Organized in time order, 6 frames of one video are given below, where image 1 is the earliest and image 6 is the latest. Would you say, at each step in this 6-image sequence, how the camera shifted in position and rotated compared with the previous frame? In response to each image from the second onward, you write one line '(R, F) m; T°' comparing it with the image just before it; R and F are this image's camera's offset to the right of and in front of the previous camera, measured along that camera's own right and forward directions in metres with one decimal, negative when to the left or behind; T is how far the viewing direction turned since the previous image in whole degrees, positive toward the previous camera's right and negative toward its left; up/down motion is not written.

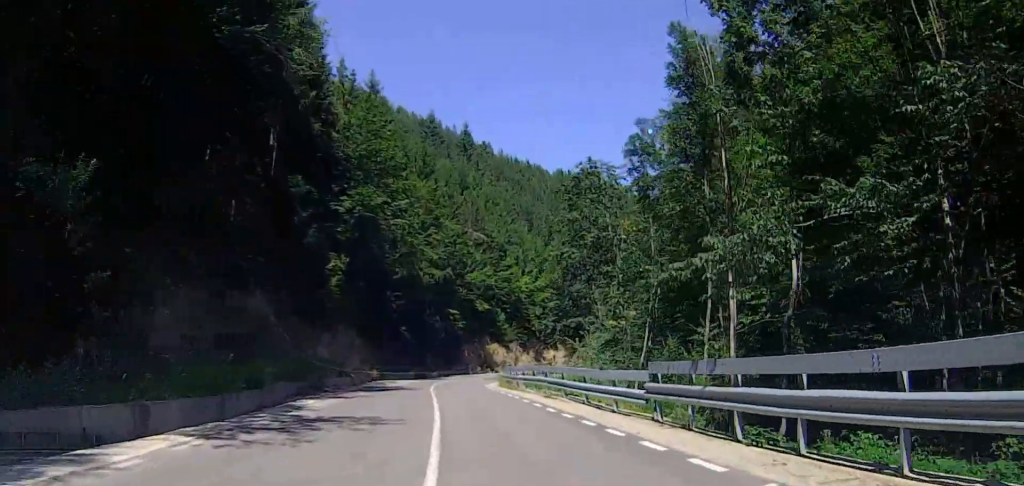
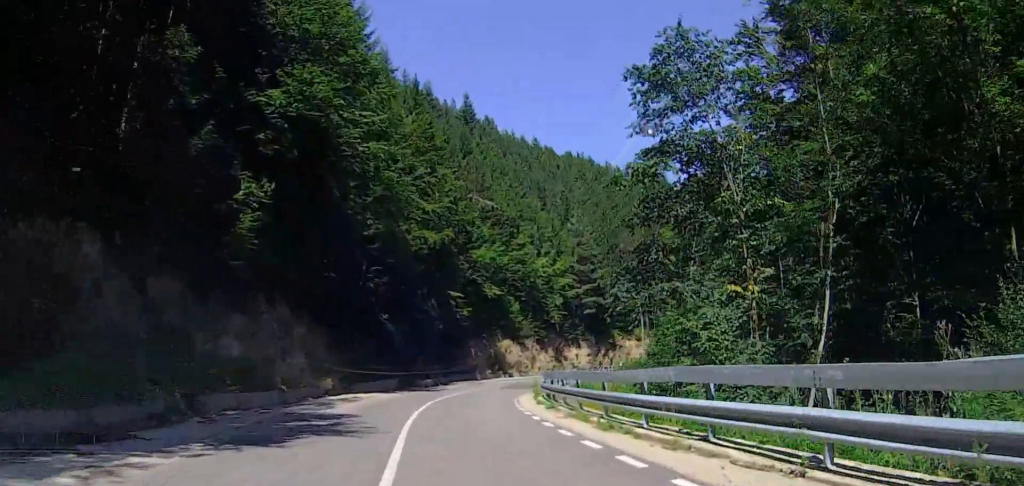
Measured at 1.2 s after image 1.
(-0.1, +19.2) m; -2°
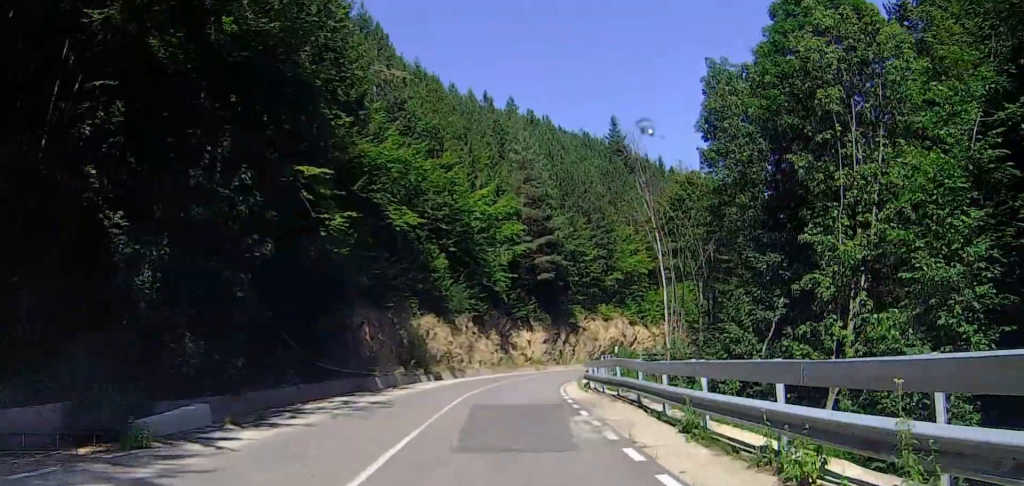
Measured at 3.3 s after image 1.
(+0.1, +28.7) m; +10°
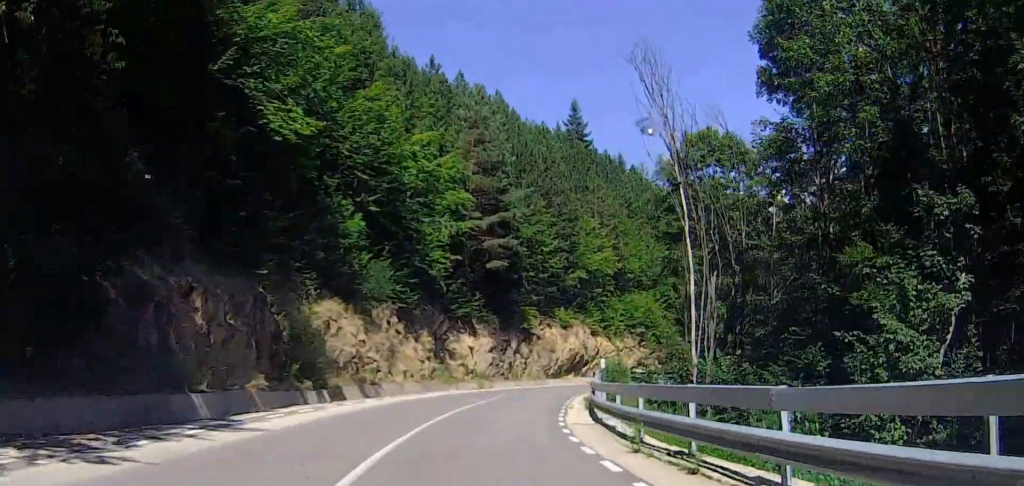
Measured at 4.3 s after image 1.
(+2.1, +15.1) m; +5°
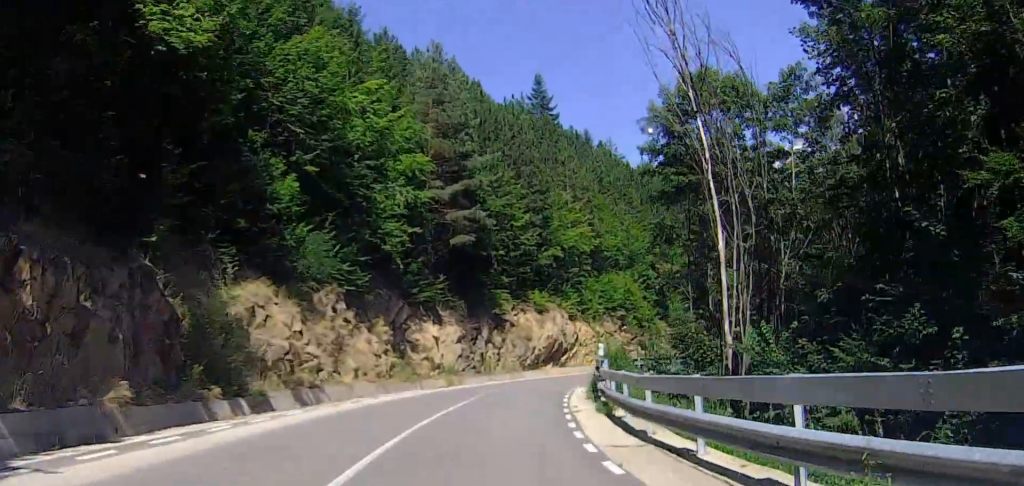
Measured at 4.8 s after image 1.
(-0.5, +6.9) m; 0°
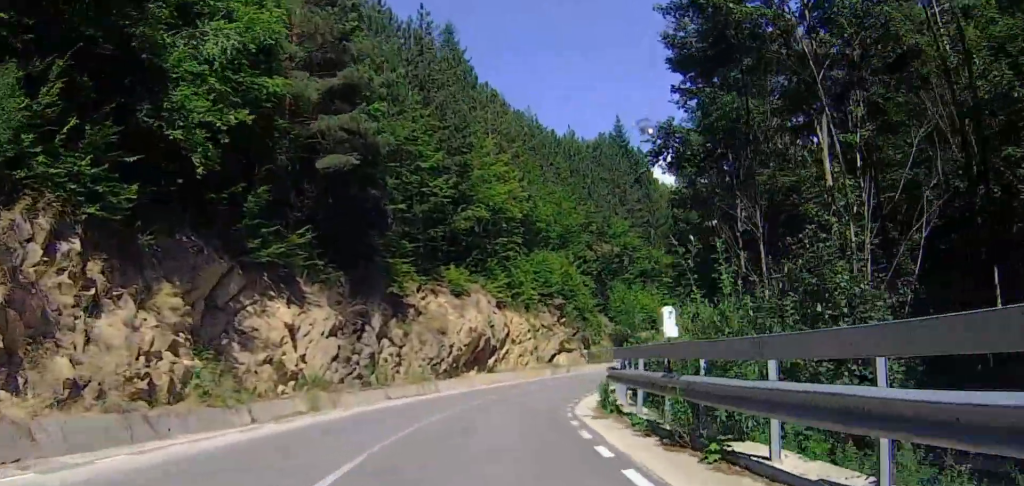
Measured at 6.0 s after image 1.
(+0.4, +18.3) m; +9°
